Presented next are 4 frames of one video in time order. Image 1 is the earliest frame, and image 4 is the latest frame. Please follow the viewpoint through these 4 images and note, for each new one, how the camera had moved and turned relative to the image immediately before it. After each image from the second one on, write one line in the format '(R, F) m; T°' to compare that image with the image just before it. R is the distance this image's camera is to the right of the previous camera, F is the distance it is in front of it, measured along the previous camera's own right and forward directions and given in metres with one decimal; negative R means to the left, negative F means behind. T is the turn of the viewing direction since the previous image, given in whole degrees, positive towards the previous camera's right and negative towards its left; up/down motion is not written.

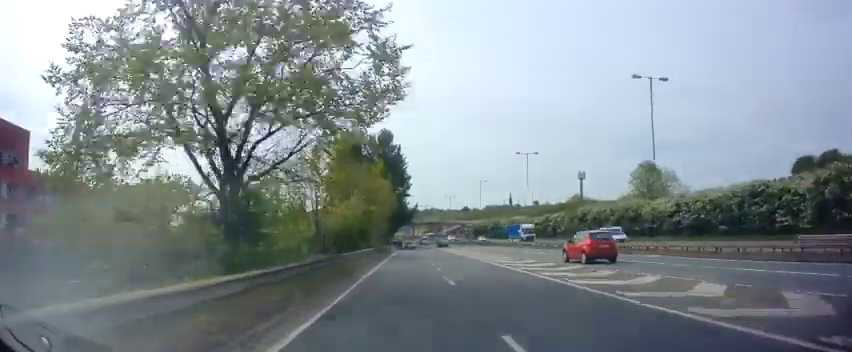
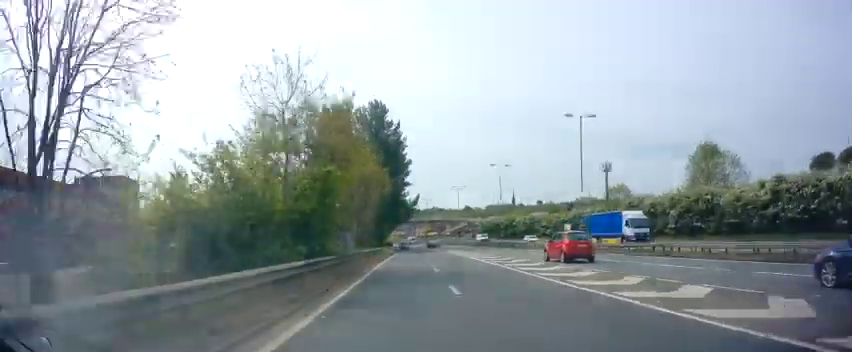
(+0.3, +19.9) m; 0°
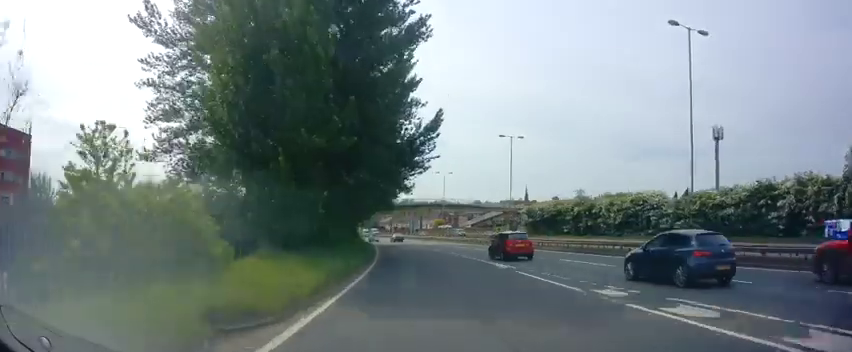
(-0.5, +49.8) m; -1°
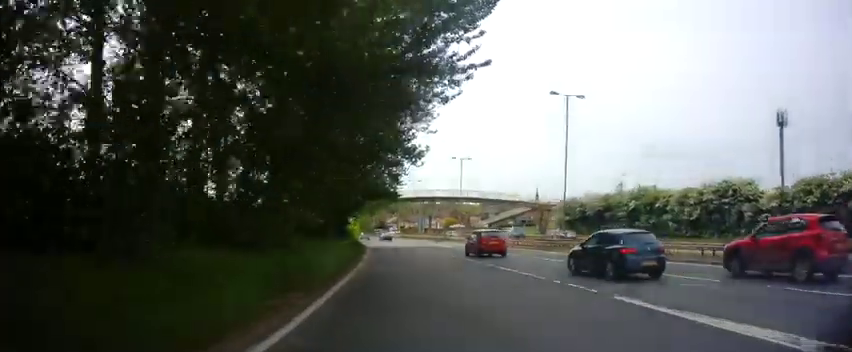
(0.0, +17.0) m; -1°
